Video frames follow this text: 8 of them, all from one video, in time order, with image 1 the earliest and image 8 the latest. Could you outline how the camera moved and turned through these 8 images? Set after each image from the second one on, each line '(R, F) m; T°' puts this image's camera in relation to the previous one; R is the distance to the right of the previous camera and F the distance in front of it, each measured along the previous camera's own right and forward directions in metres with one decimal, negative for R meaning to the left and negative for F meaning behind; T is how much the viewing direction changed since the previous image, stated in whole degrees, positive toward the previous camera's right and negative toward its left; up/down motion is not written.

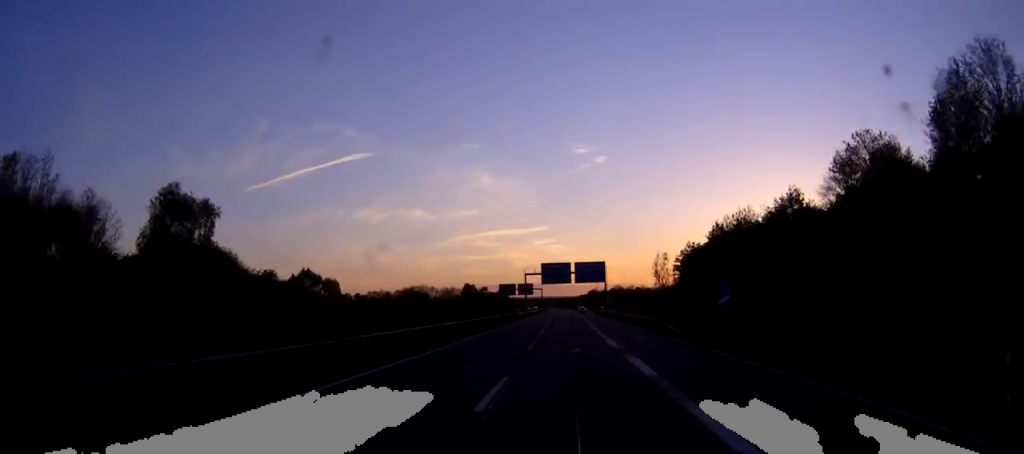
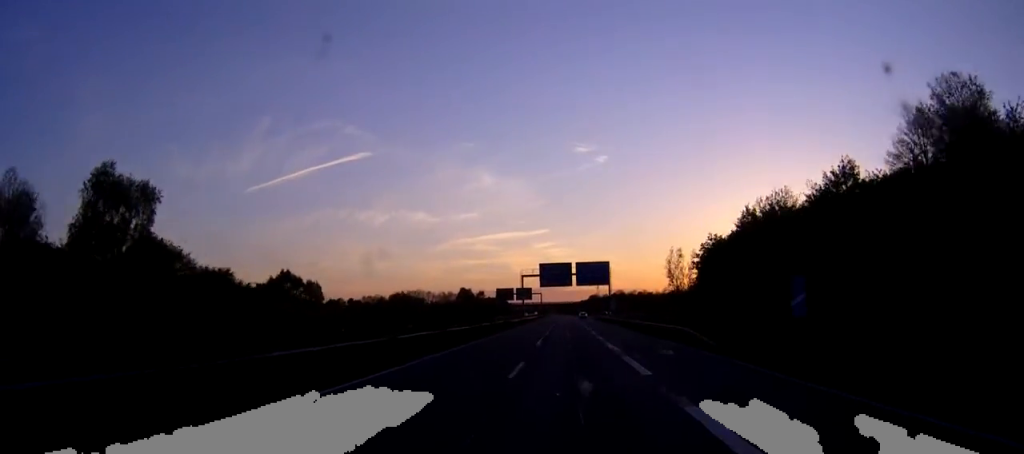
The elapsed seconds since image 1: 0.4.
(0.0, +11.8) m; 0°
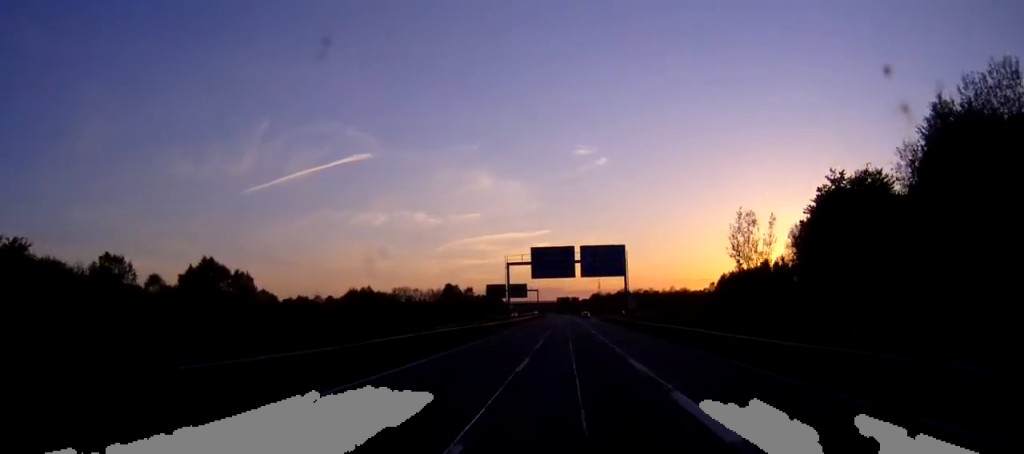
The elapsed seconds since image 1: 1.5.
(-0.1, +32.5) m; 0°
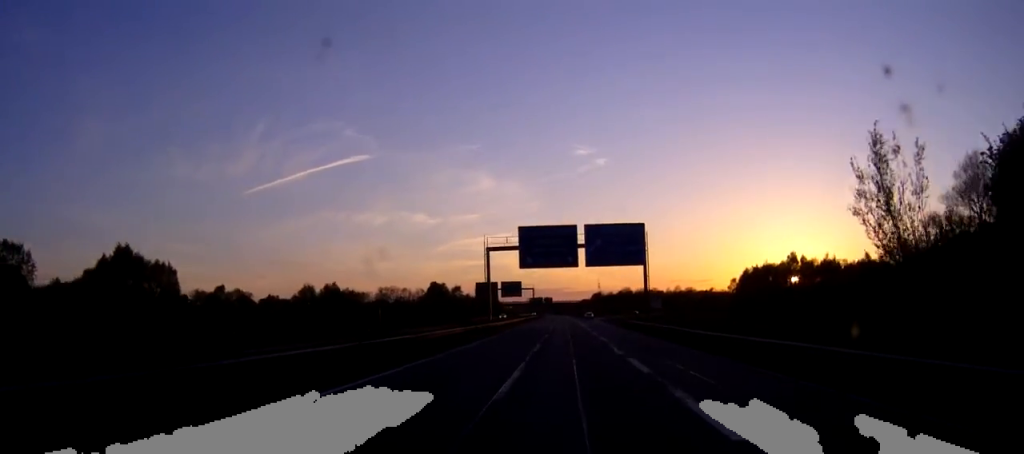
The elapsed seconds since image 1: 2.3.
(+0.1, +23.6) m; 0°
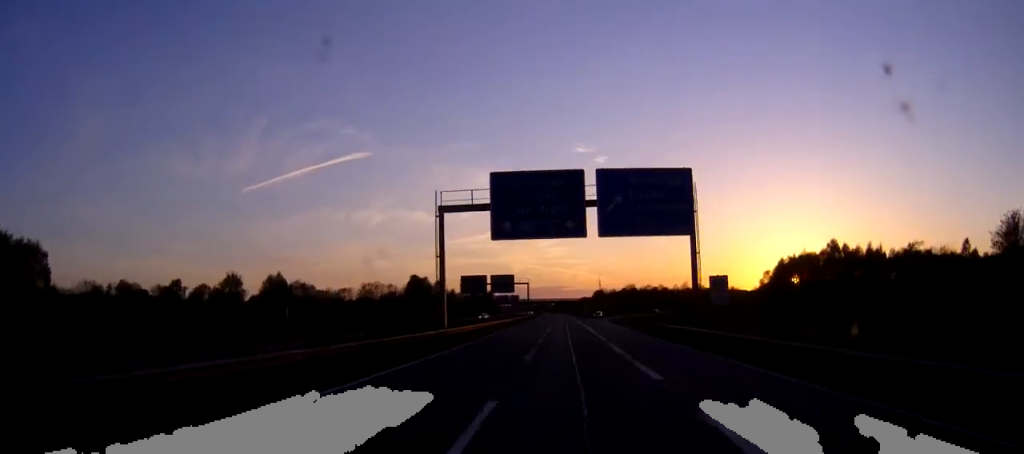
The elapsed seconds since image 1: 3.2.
(0.0, +26.6) m; 0°
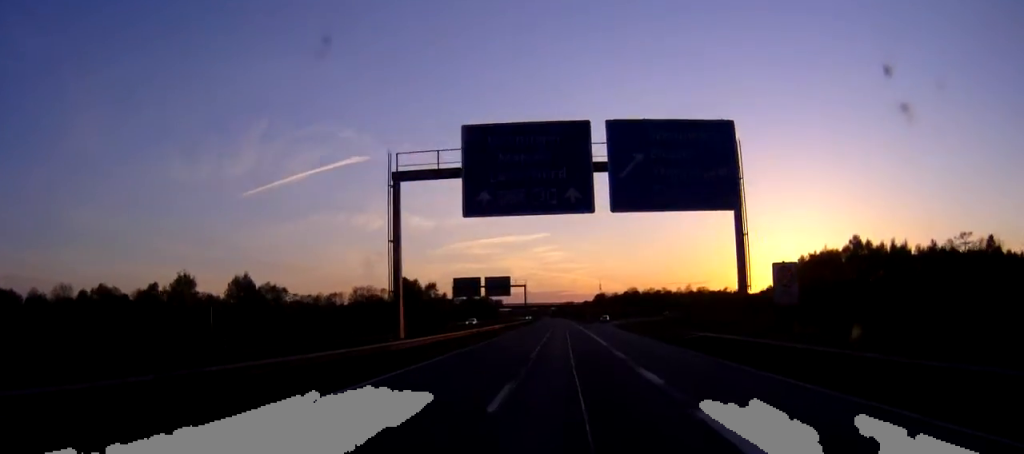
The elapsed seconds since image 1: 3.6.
(0.0, +11.8) m; 0°
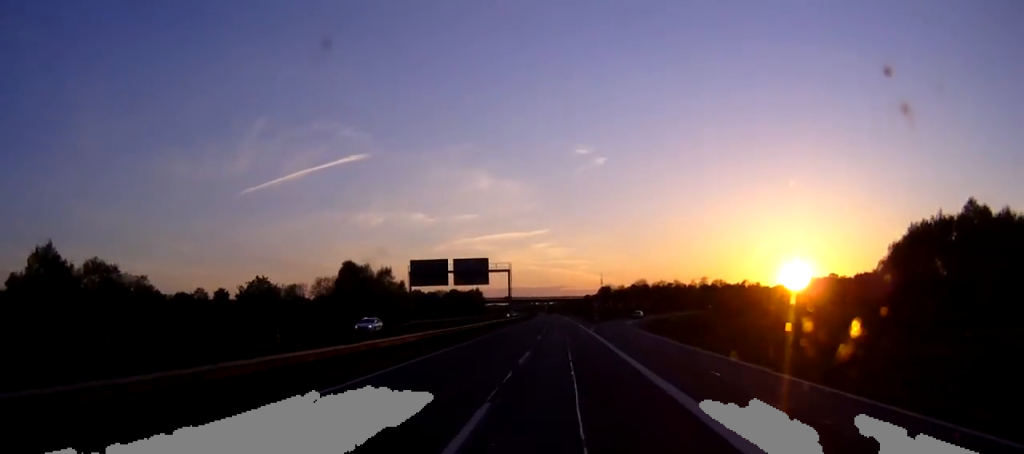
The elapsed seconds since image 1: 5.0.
(+0.1, +42.3) m; 0°
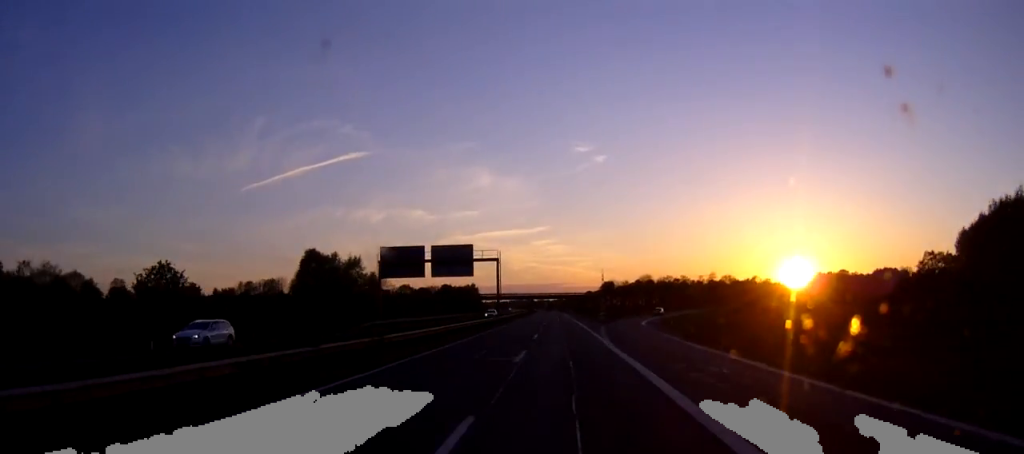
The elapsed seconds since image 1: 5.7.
(0.0, +18.7) m; 0°
